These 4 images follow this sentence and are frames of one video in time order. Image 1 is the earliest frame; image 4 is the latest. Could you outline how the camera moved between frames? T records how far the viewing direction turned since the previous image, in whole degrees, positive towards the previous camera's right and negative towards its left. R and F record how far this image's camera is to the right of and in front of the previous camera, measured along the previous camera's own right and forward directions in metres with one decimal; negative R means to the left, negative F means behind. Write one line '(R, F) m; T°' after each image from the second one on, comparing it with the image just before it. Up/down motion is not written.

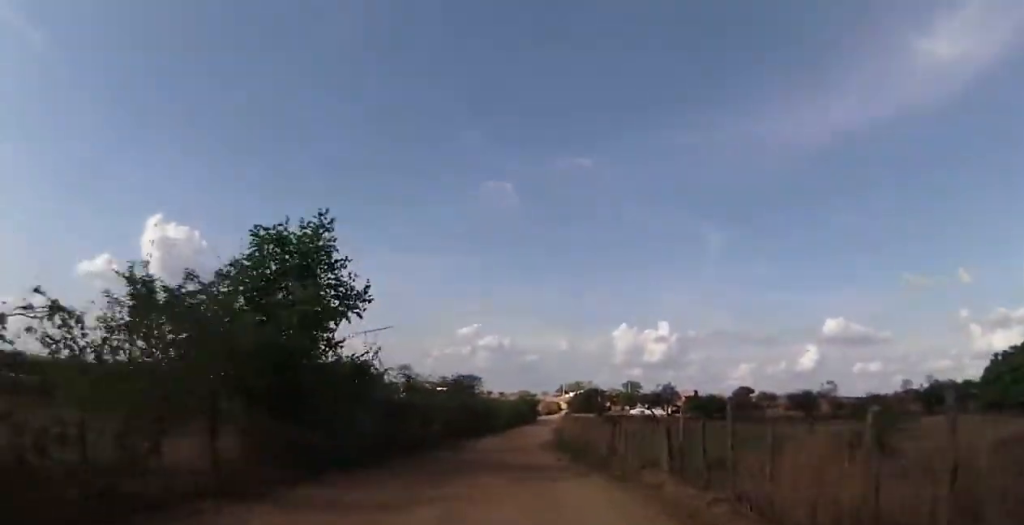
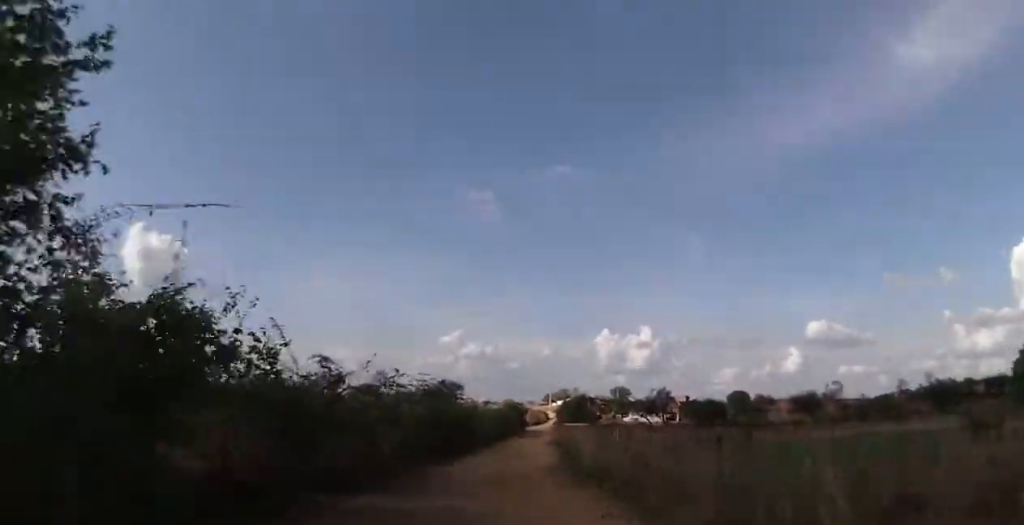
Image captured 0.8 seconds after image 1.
(+0.3, +9.4) m; +4°
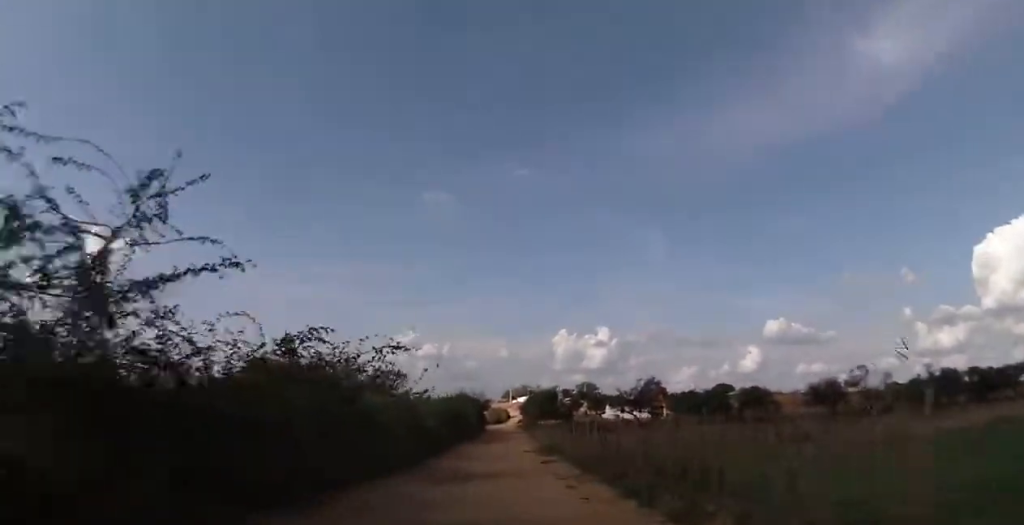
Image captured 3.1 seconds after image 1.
(+0.9, +26.5) m; +2°
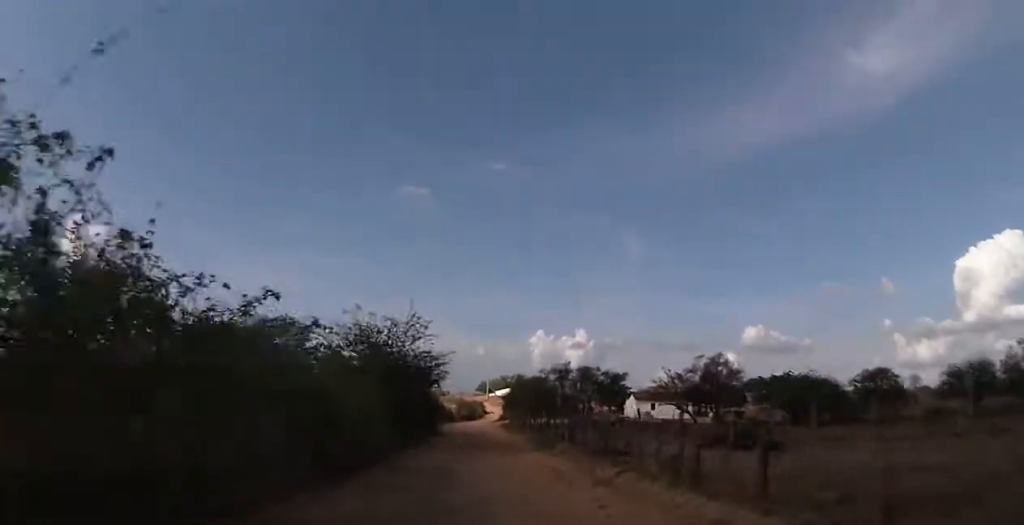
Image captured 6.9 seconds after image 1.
(+2.2, +45.5) m; +3°
